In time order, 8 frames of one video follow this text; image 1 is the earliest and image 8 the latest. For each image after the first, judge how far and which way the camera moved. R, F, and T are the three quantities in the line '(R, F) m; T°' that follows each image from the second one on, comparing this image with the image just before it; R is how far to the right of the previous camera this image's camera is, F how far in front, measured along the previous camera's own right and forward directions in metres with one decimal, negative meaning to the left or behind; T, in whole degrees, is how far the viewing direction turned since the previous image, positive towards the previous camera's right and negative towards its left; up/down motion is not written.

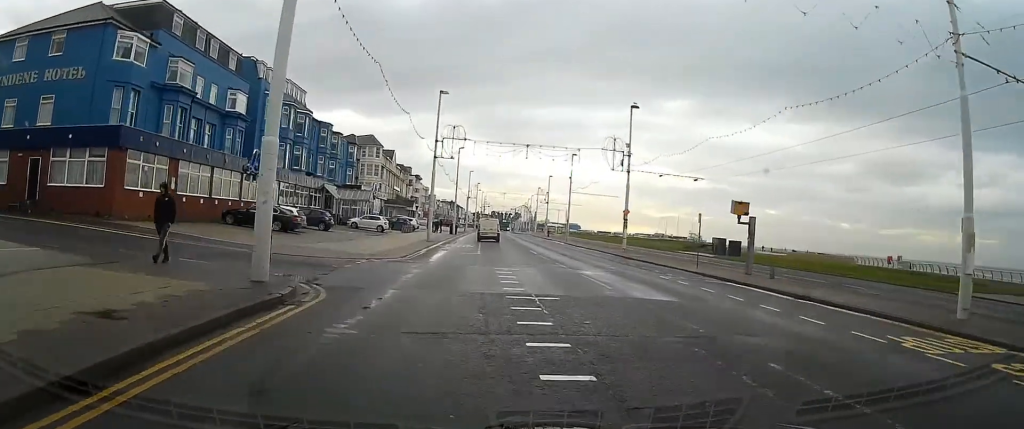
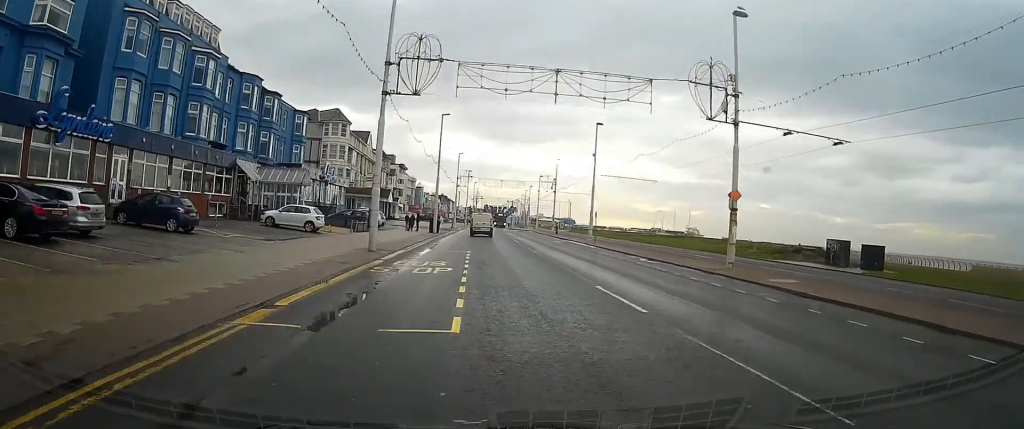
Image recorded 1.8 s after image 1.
(+0.1, +21.9) m; +2°
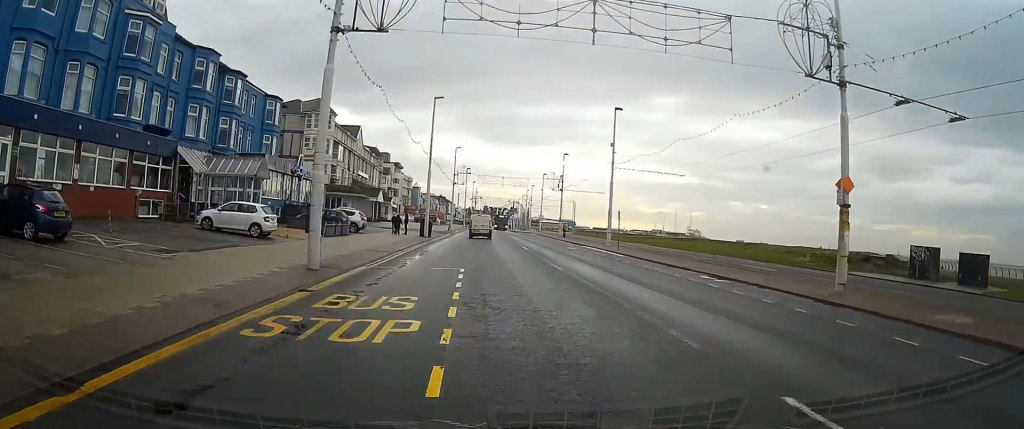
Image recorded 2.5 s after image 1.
(+0.1, +8.8) m; 0°
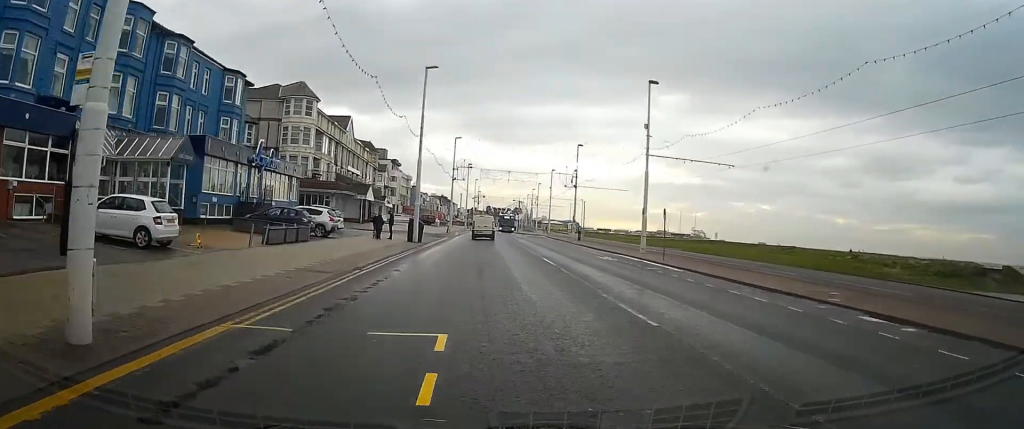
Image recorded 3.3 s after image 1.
(0.0, +10.1) m; 0°
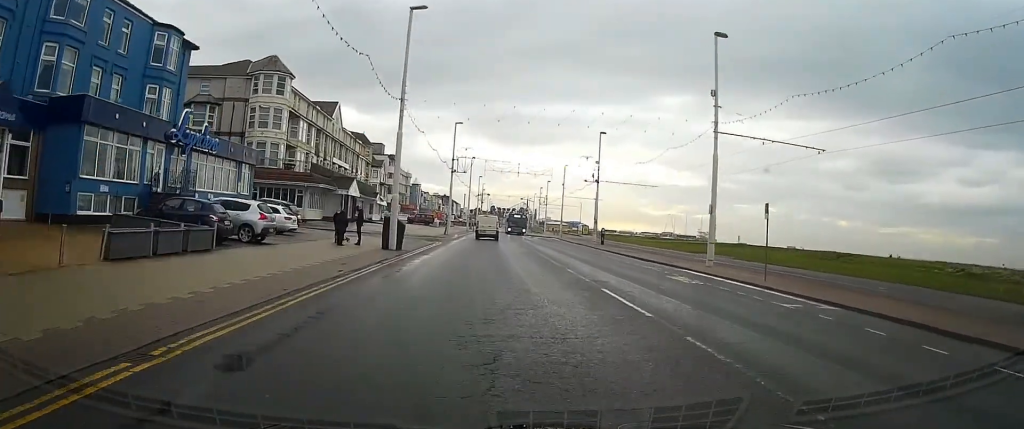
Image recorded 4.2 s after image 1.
(-0.1, +11.9) m; 0°
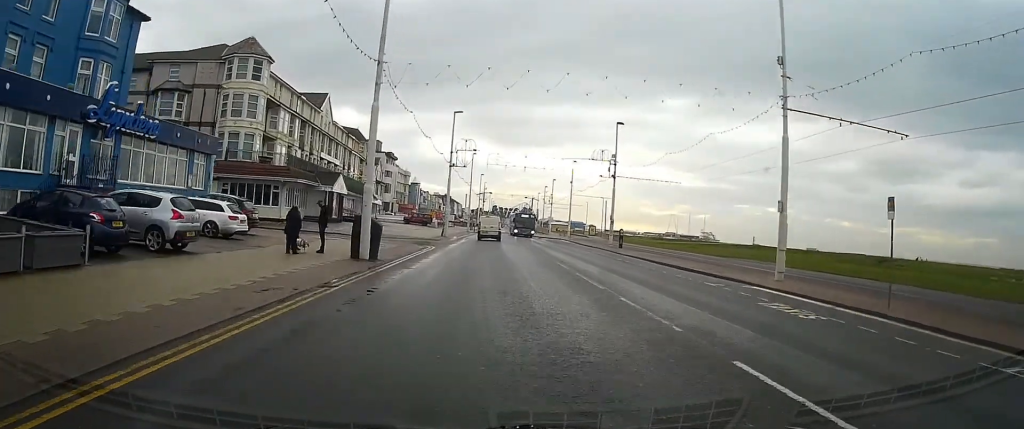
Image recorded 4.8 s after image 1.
(0.0, +7.2) m; 0°
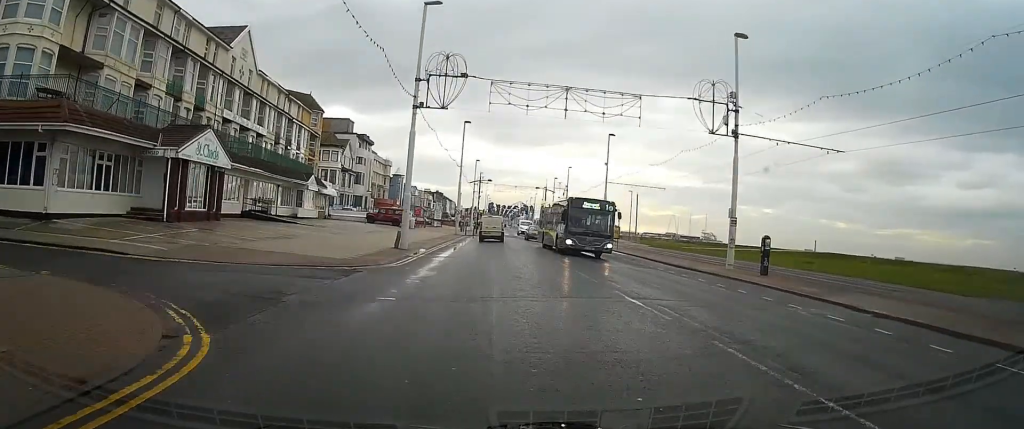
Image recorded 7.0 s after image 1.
(+0.2, +28.8) m; +1°
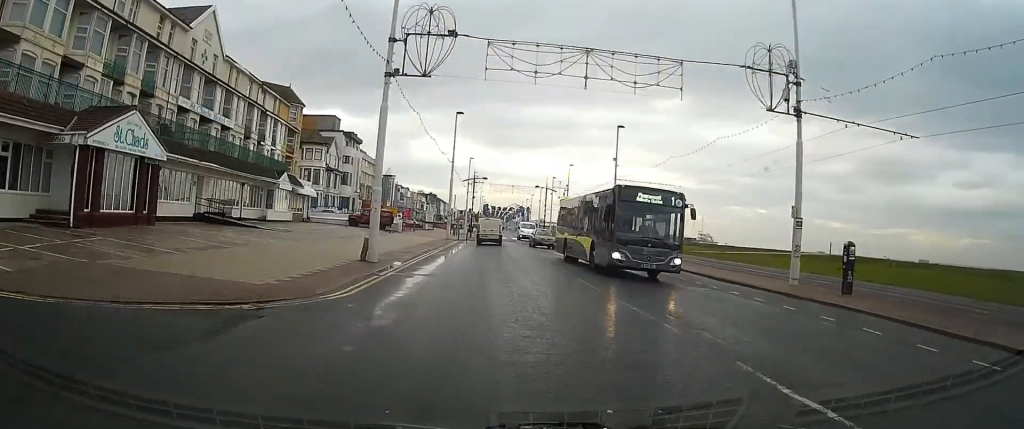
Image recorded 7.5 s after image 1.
(0.0, +7.0) m; 0°
